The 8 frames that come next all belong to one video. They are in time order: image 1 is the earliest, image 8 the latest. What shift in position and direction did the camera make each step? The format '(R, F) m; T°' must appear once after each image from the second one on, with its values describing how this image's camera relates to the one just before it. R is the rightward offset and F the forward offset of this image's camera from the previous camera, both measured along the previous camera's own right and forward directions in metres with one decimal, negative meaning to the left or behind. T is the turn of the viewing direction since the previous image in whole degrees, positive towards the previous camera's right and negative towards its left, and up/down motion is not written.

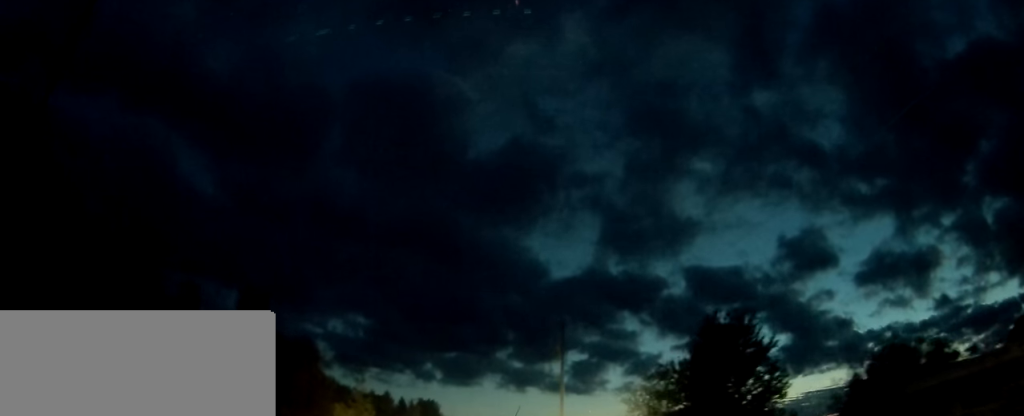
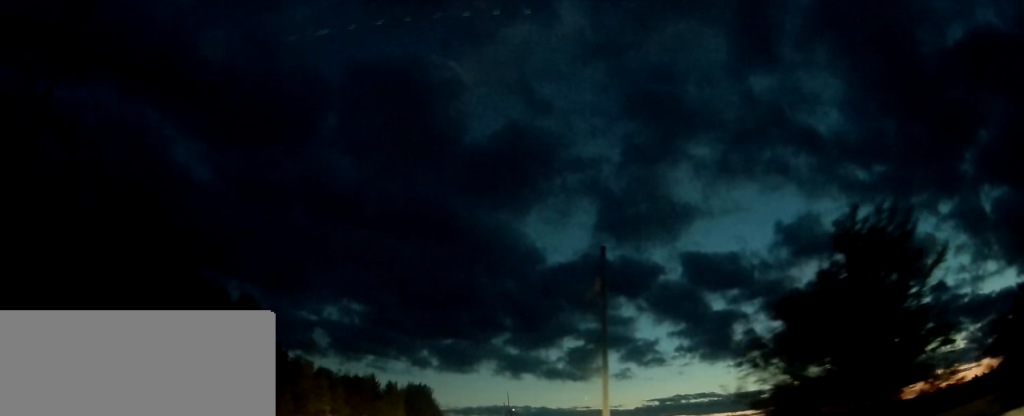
(0.0, +15.4) m; 0°
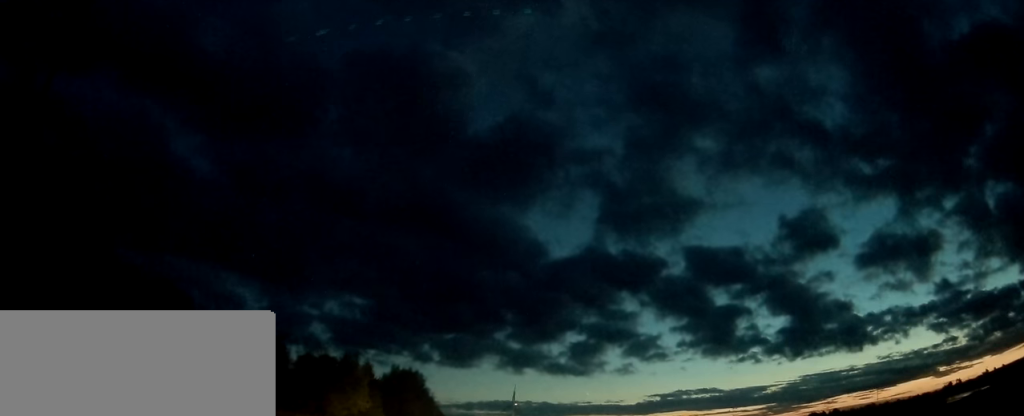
(-0.1, +29.1) m; -1°
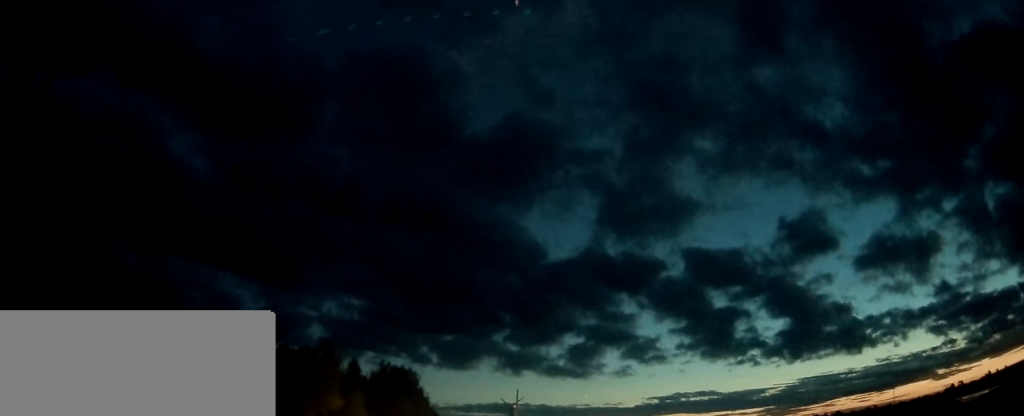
(0.0, +10.7) m; 0°
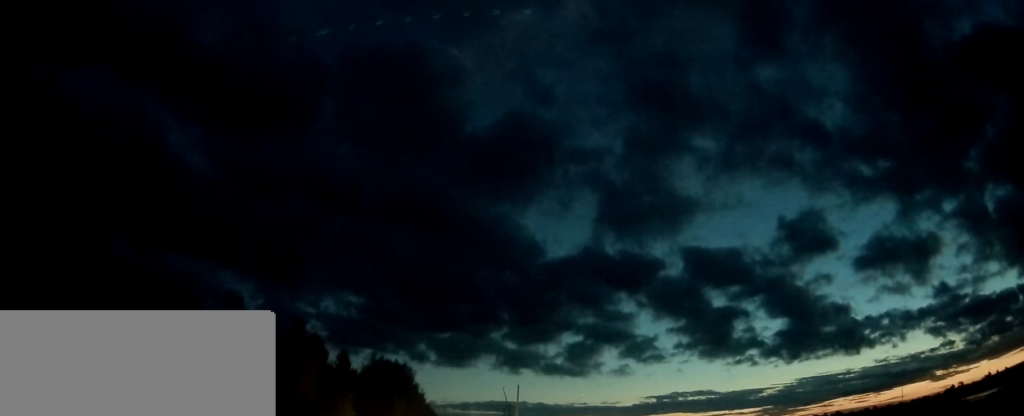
(0.0, +6.2) m; 0°
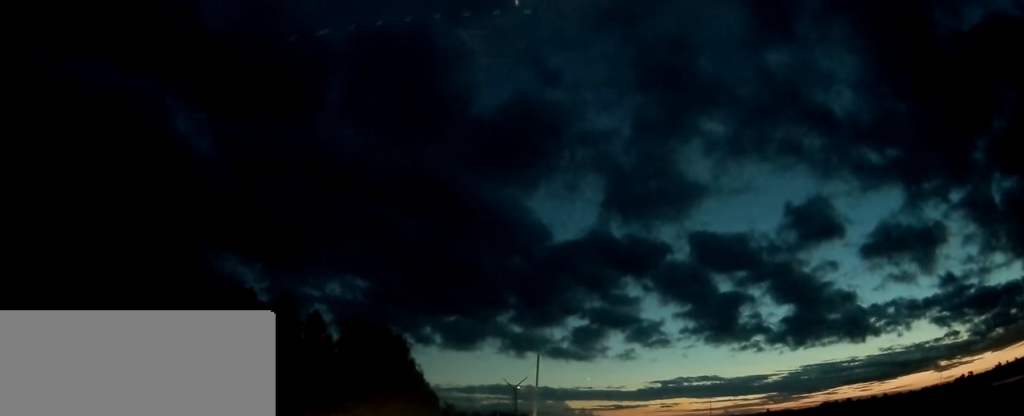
(+0.2, +18.9) m; +1°
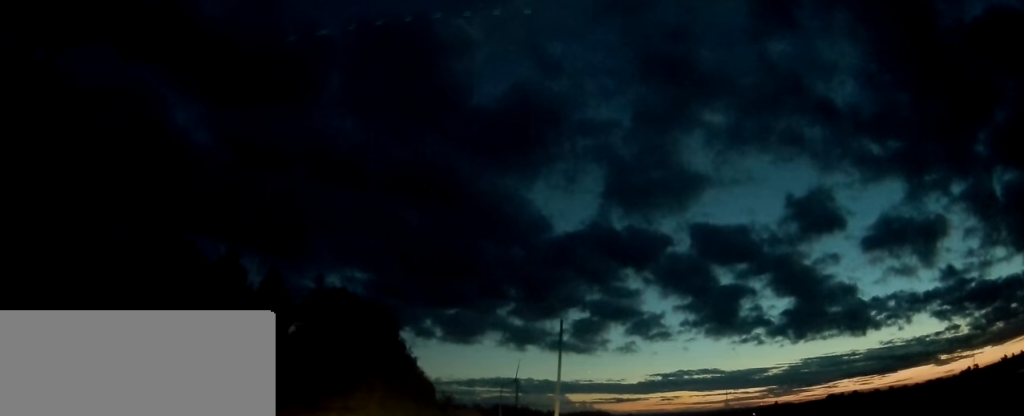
(0.0, +16.2) m; -1°
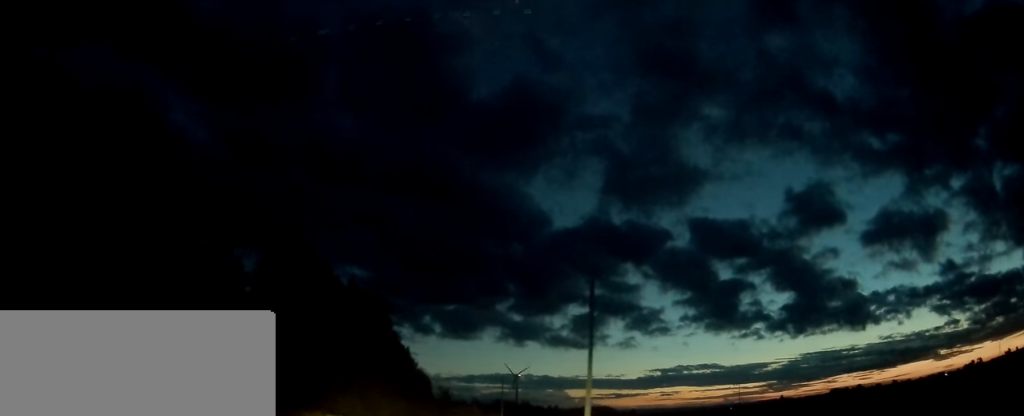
(-0.2, +12.7) m; 0°
